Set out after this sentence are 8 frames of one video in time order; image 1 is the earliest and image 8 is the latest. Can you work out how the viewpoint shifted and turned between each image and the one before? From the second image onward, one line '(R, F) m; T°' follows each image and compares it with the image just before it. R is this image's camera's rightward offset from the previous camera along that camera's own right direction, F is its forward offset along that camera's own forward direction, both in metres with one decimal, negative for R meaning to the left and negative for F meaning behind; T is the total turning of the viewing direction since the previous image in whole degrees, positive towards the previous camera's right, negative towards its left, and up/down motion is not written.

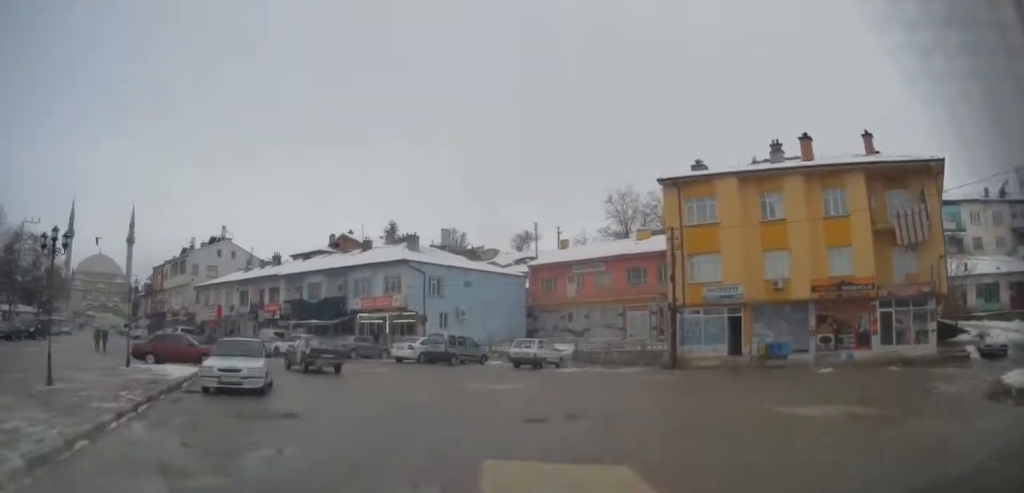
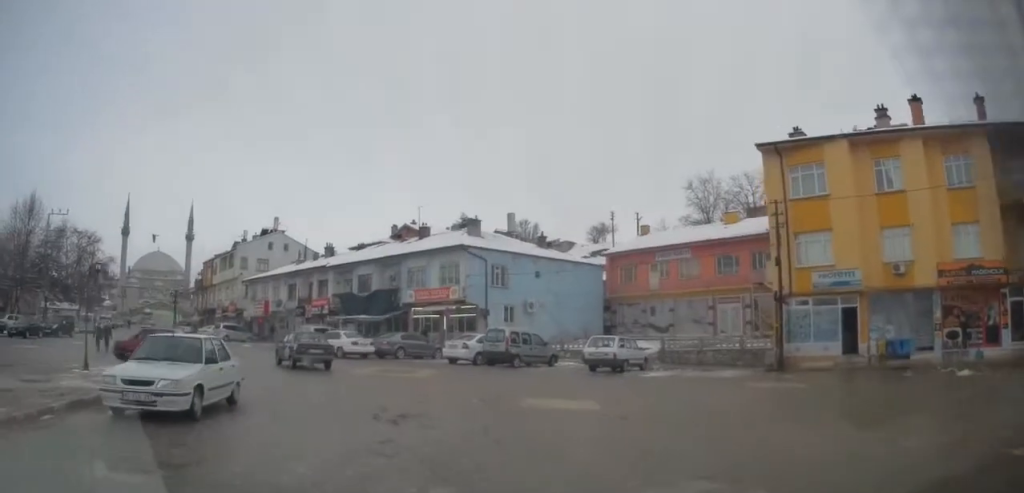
(-0.1, +4.9) m; -3°
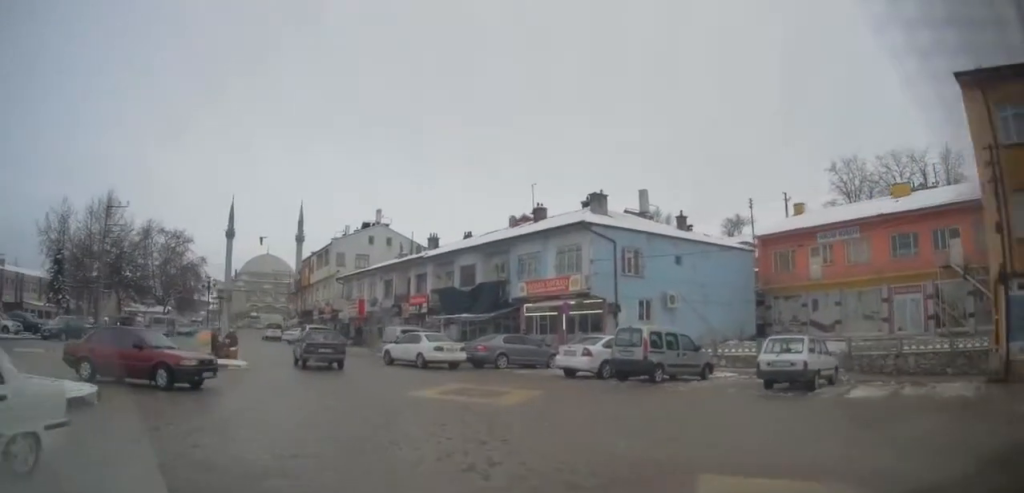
(-0.4, +7.7) m; -8°
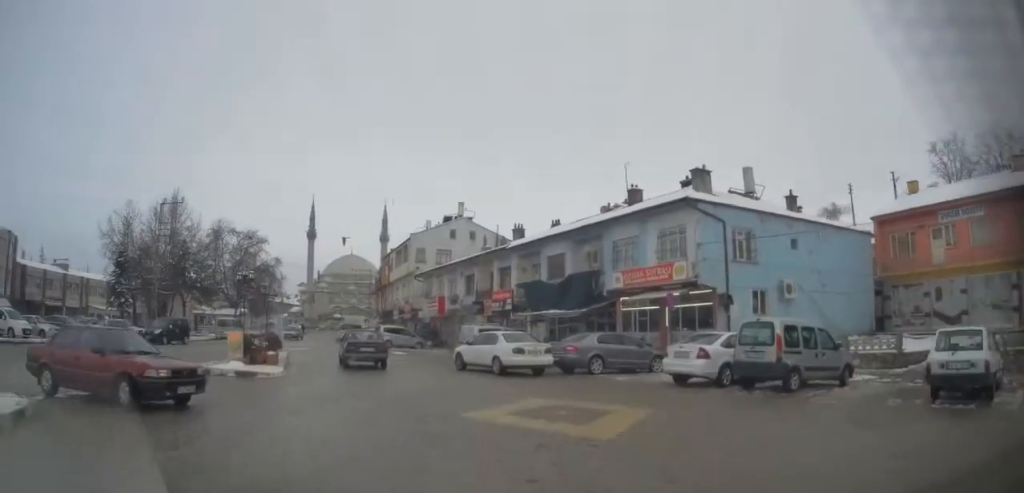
(-0.3, +3.9) m; -6°
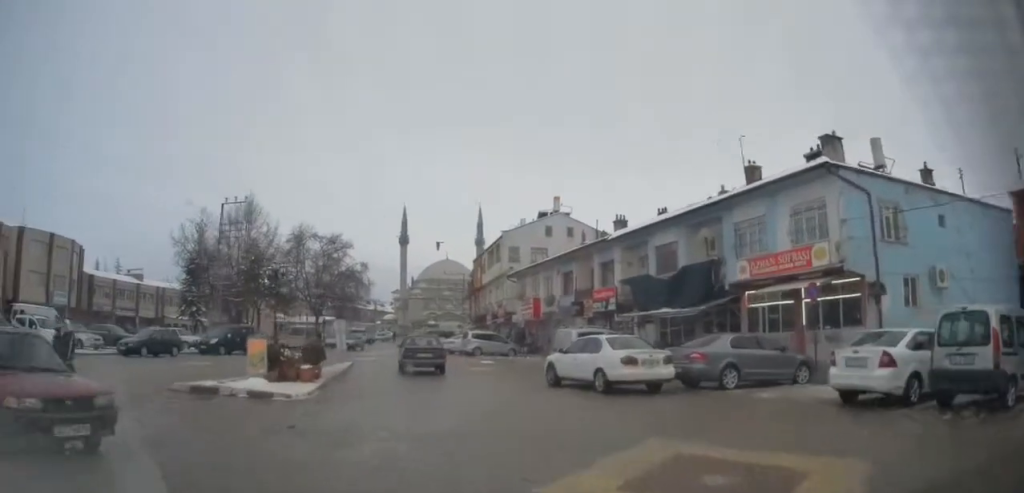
(-0.2, +4.3) m; -10°
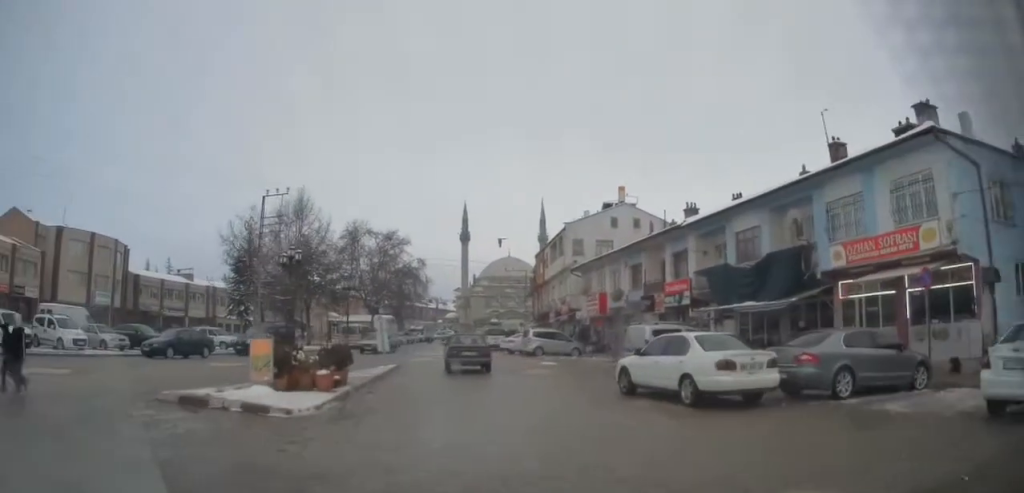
(+0.2, +2.8) m; -8°
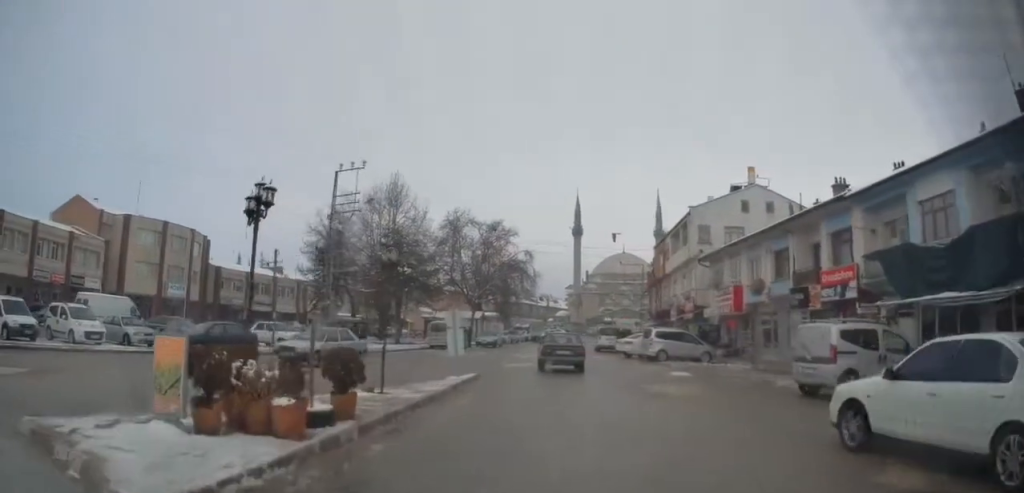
(-1.7, +5.8) m; -24°
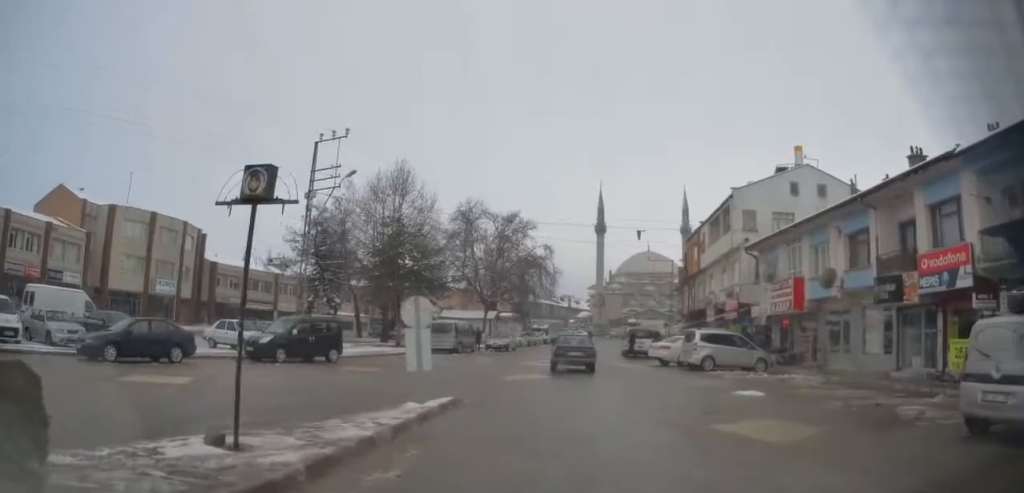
(-0.8, +5.9) m; -11°
